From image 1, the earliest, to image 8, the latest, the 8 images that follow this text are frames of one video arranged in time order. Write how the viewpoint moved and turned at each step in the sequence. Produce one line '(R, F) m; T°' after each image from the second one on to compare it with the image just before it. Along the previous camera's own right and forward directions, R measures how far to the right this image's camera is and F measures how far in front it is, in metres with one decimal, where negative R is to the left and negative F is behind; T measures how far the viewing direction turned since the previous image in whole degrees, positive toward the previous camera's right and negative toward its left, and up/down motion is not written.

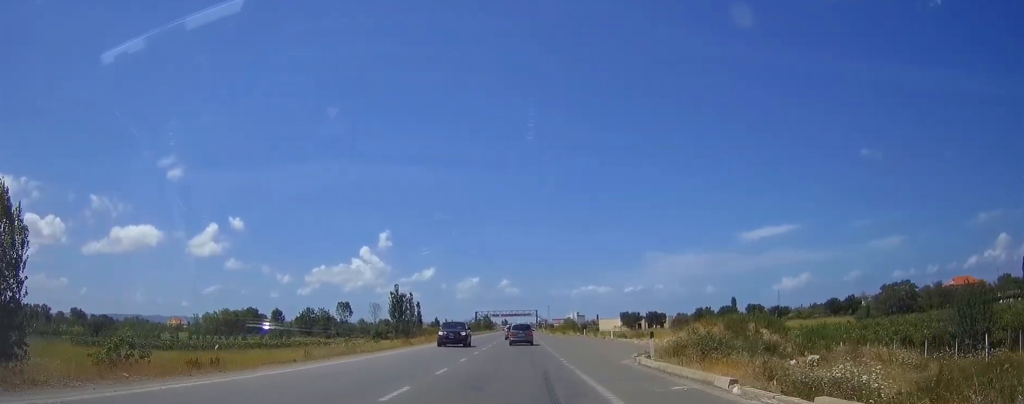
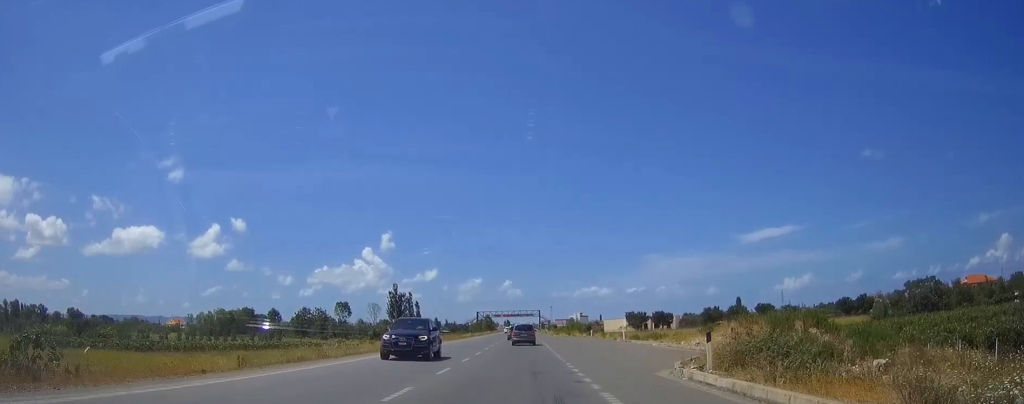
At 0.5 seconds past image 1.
(0.0, +7.3) m; 0°
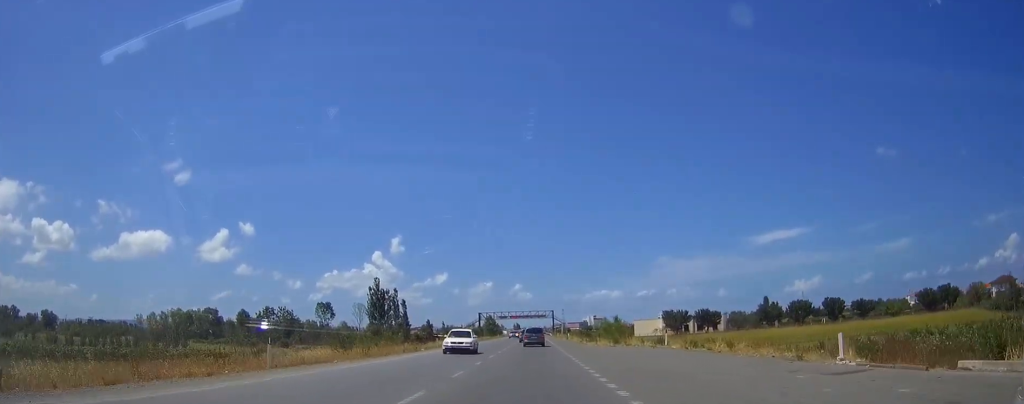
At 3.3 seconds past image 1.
(+0.1, +42.9) m; -1°
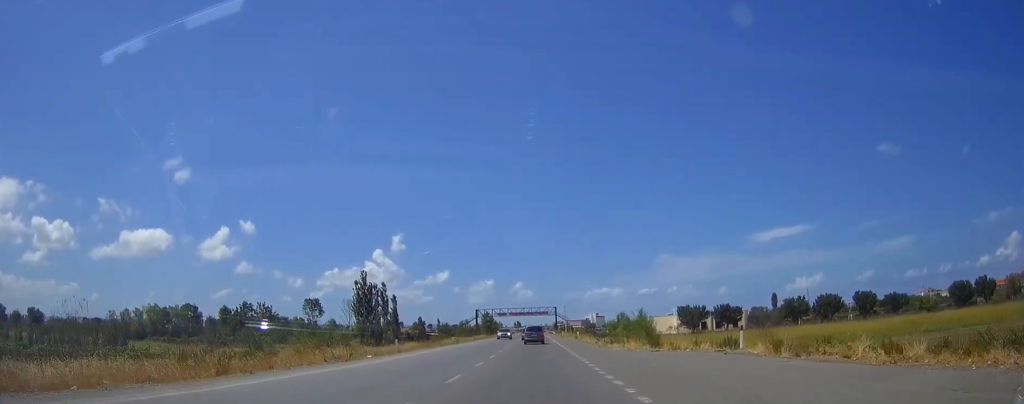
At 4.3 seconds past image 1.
(-0.1, +17.7) m; 0°
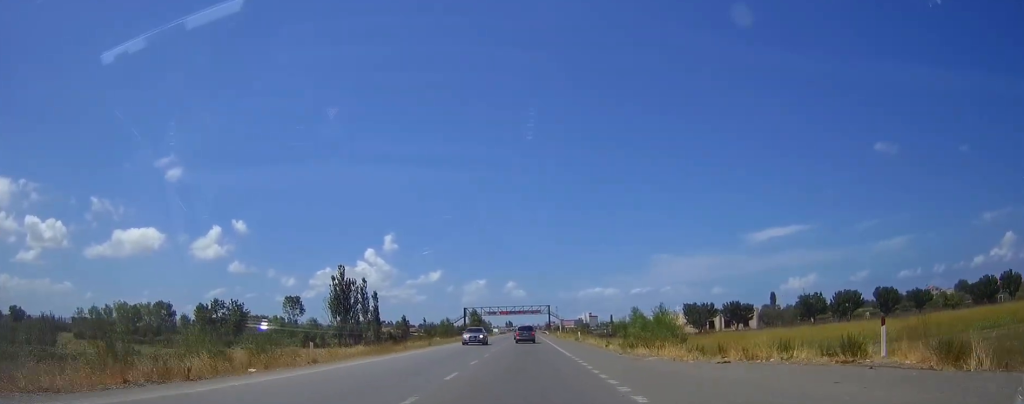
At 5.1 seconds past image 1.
(0.0, +14.0) m; 0°
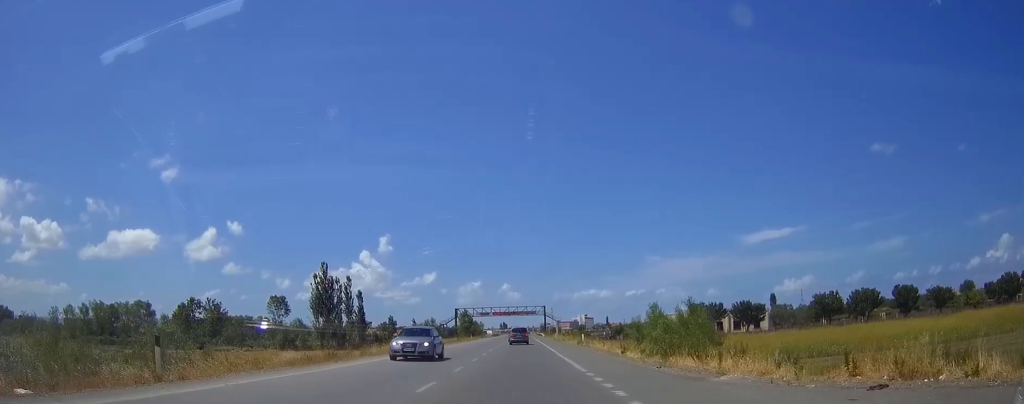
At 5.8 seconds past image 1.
(0.0, +10.9) m; 0°
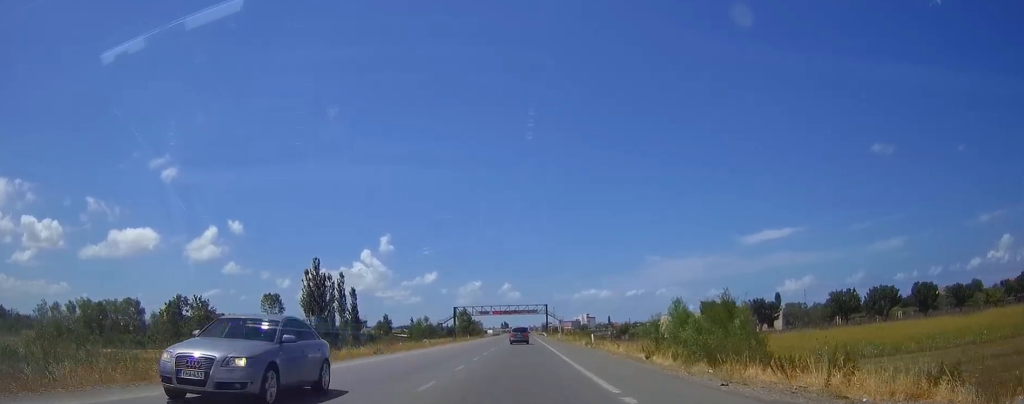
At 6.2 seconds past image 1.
(0.0, +7.6) m; 0°
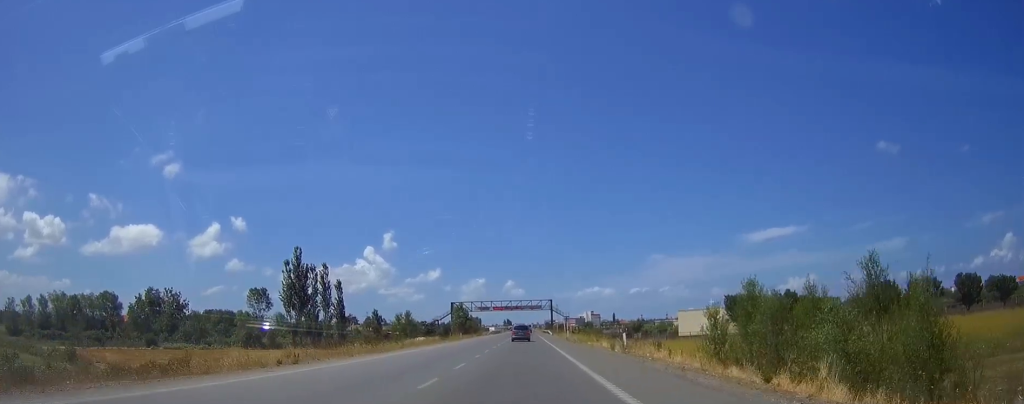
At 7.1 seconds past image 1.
(0.0, +14.8) m; 0°
